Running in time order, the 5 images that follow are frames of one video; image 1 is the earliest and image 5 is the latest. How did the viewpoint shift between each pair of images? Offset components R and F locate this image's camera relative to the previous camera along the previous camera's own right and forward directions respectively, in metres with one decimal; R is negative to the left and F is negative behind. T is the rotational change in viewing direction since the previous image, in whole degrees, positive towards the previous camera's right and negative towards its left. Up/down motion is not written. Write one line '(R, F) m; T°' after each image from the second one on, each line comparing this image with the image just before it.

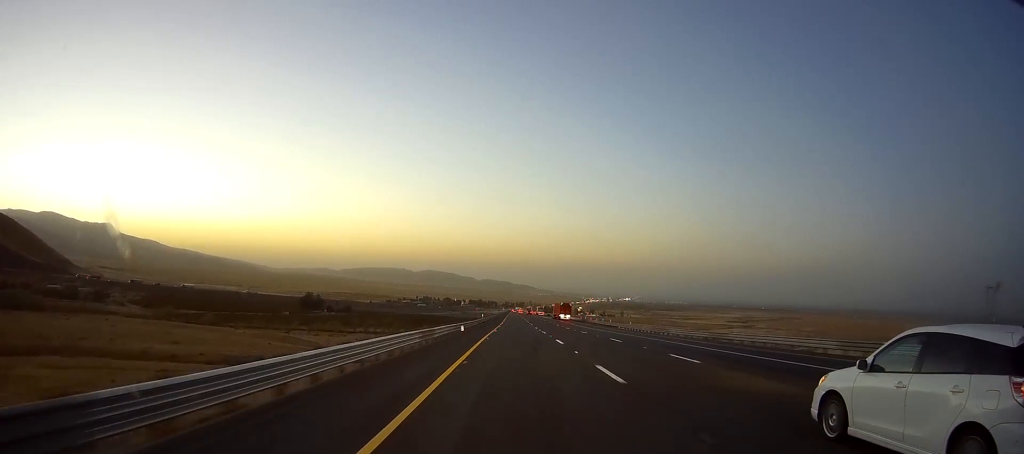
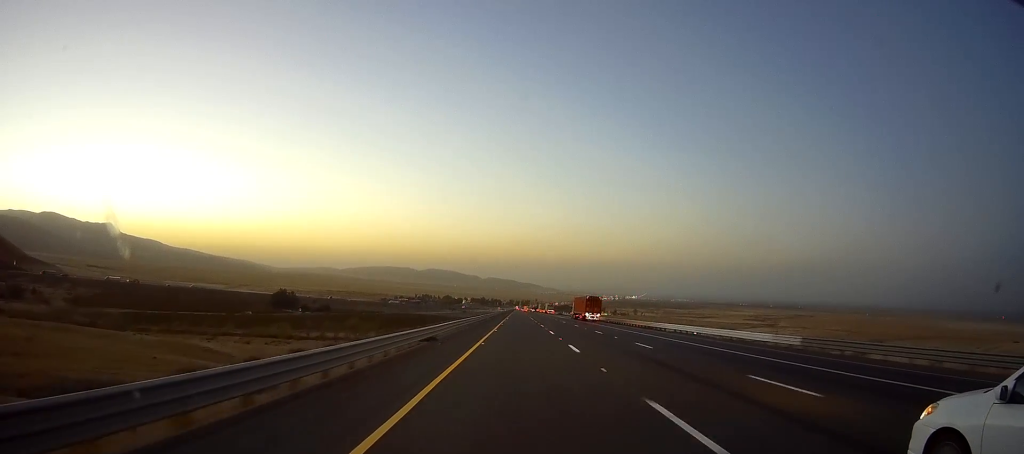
(-1.7, +94.8) m; -1°
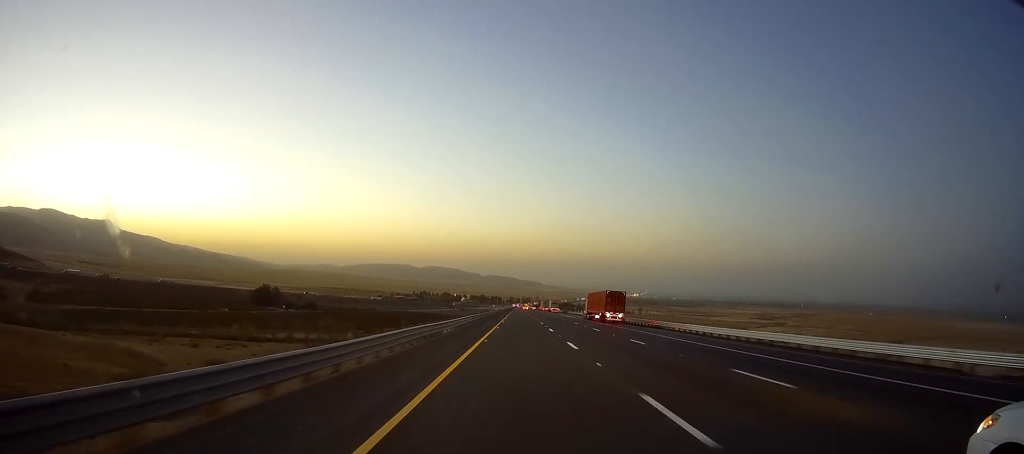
(-0.1, +42.8) m; 0°
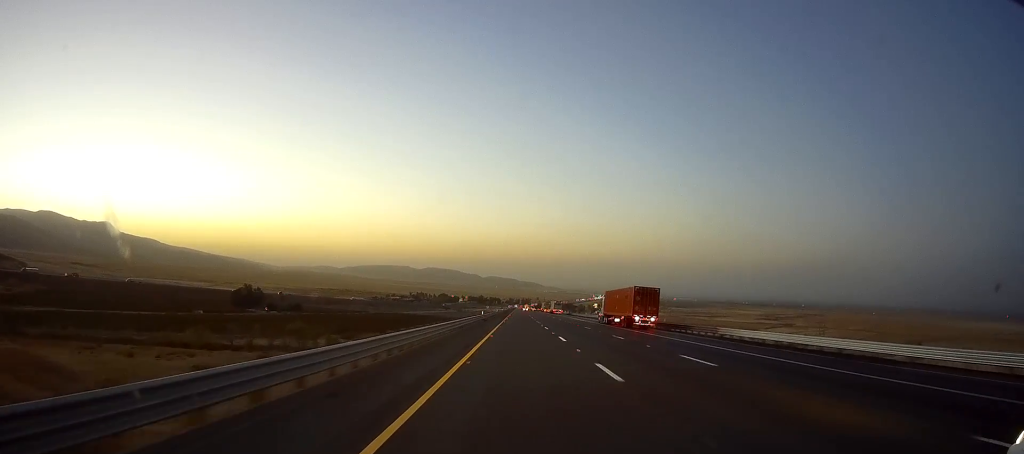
(+0.4, +38.5) m; 0°
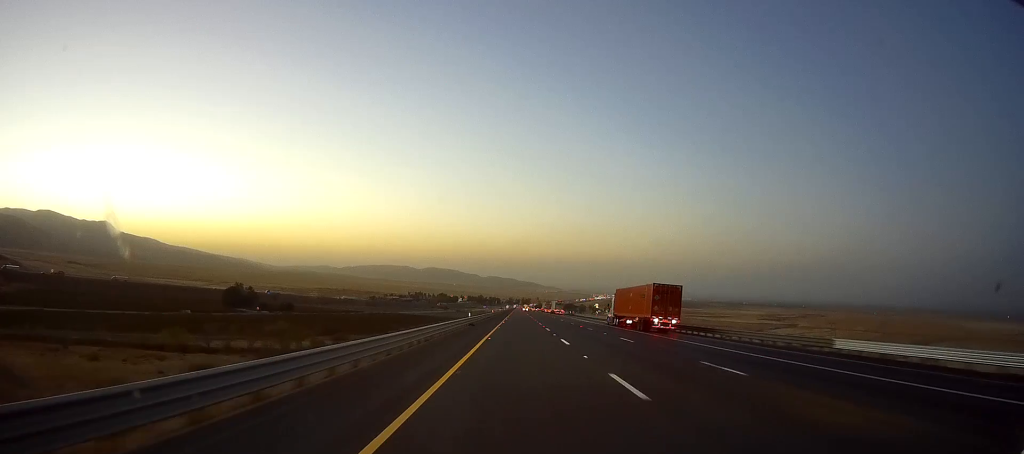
(-0.2, +17.1) m; 0°
